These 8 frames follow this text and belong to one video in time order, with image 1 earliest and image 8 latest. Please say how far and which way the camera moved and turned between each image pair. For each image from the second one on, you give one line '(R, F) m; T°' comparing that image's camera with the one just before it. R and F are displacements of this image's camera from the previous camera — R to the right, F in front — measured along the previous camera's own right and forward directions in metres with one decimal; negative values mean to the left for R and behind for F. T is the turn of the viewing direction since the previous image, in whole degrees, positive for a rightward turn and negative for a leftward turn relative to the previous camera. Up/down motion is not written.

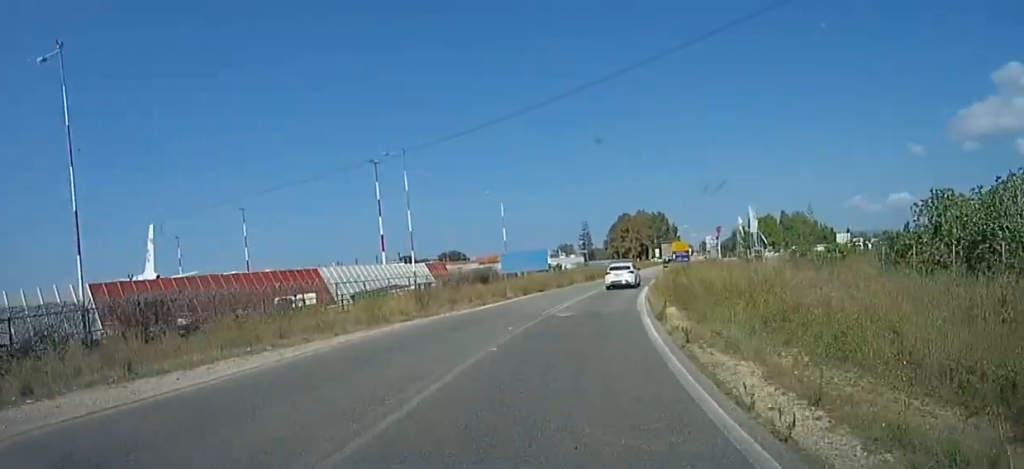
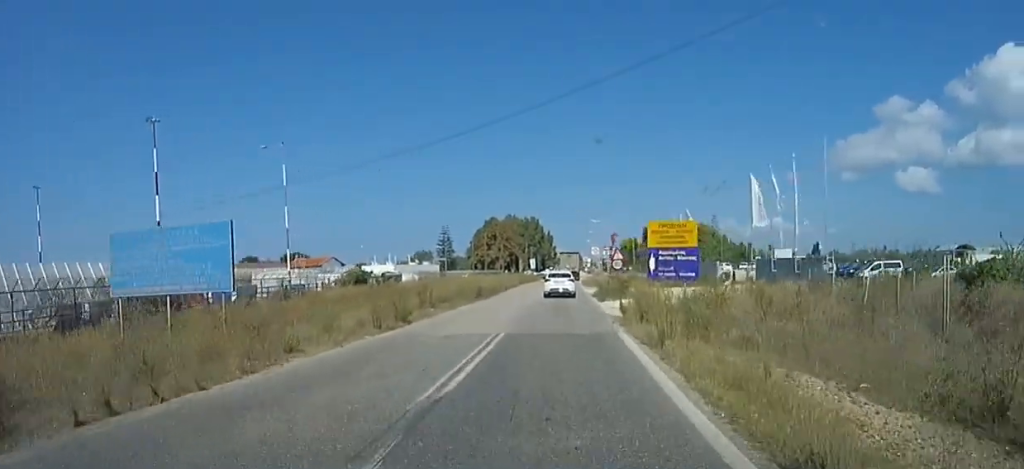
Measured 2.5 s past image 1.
(+6.3, +31.1) m; +21°
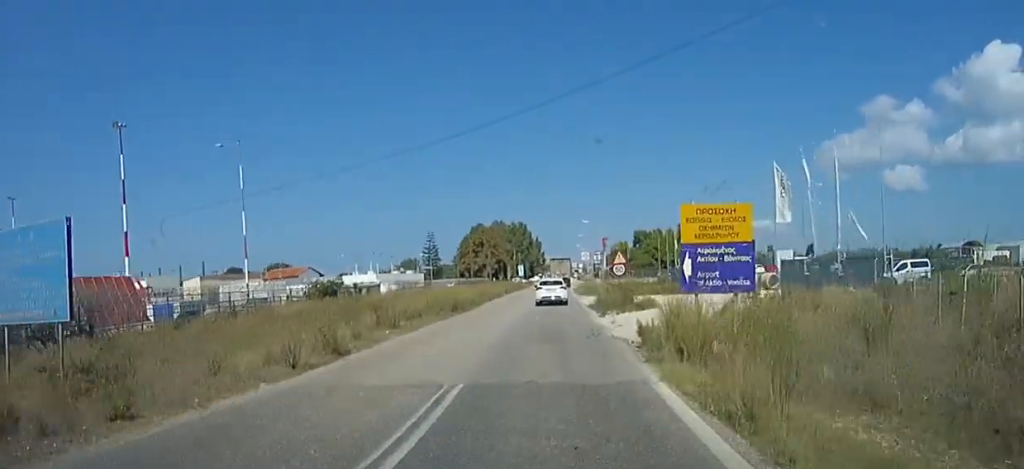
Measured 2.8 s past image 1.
(+0.2, +4.9) m; +2°
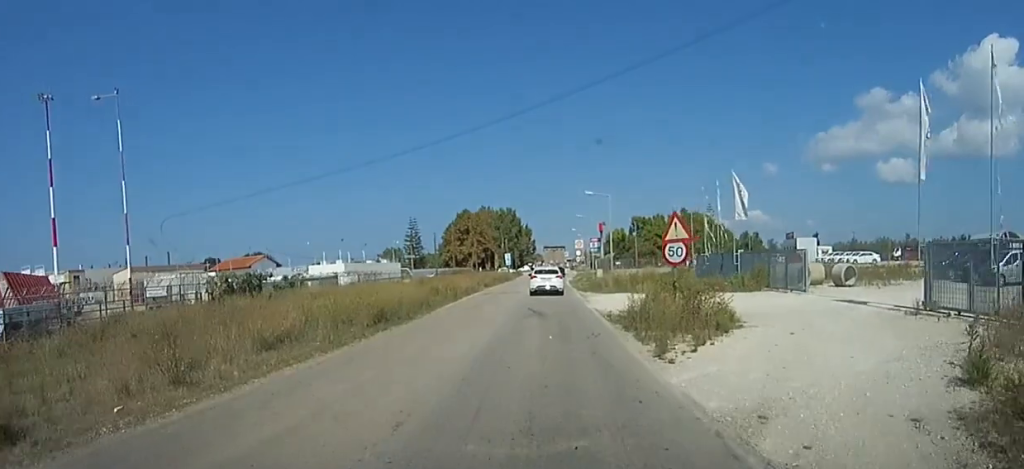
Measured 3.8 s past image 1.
(+0.1, +11.8) m; +1°
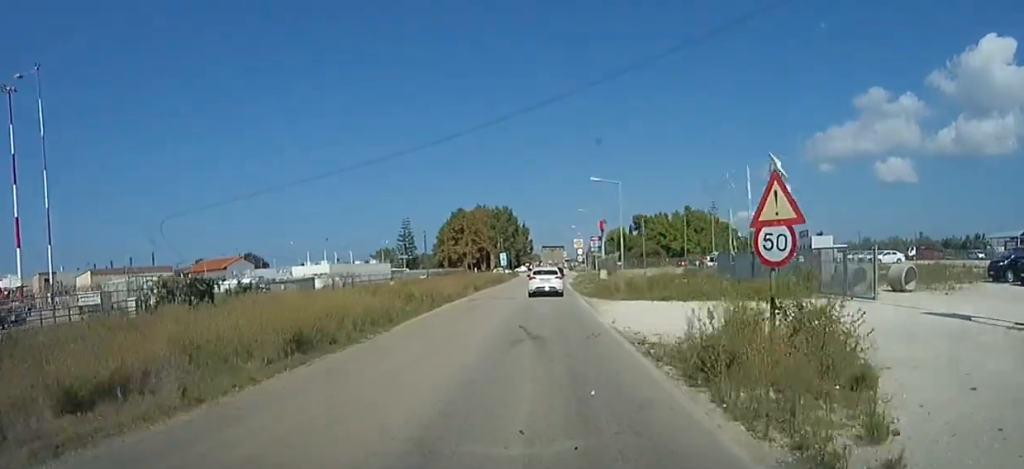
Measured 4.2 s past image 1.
(0.0, +5.8) m; 0°
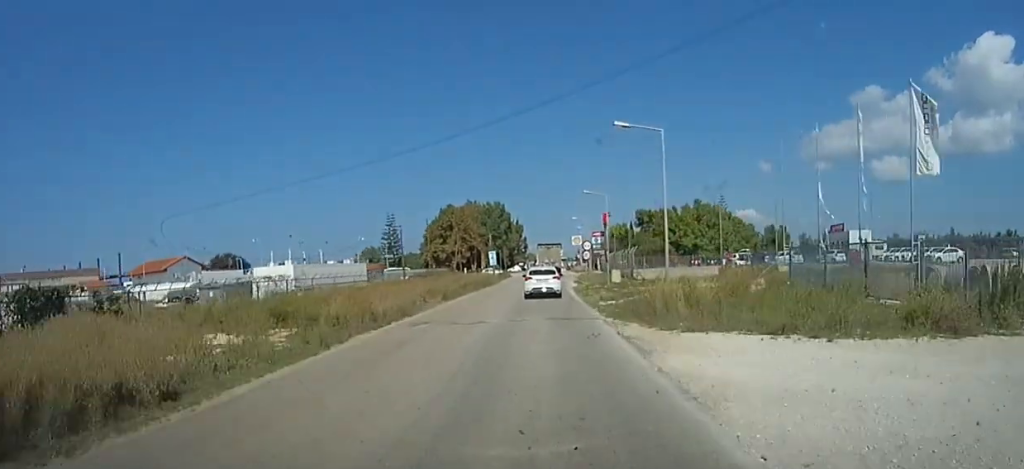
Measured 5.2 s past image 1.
(0.0, +11.9) m; 0°
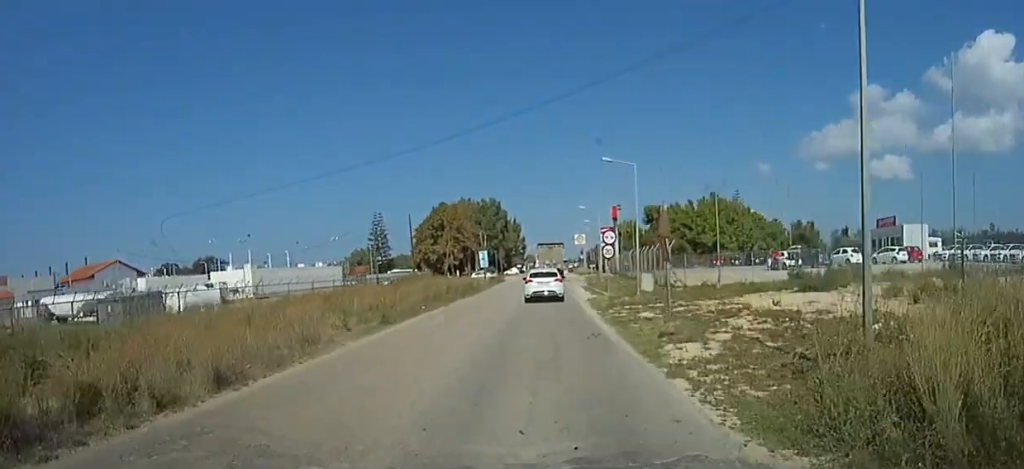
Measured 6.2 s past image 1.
(0.0, +12.1) m; 0°
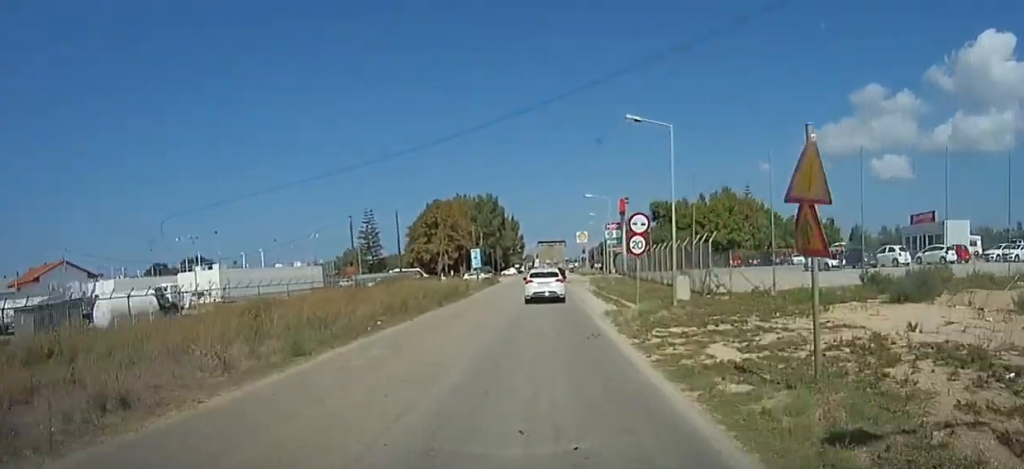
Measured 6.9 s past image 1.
(0.0, +7.7) m; 0°
